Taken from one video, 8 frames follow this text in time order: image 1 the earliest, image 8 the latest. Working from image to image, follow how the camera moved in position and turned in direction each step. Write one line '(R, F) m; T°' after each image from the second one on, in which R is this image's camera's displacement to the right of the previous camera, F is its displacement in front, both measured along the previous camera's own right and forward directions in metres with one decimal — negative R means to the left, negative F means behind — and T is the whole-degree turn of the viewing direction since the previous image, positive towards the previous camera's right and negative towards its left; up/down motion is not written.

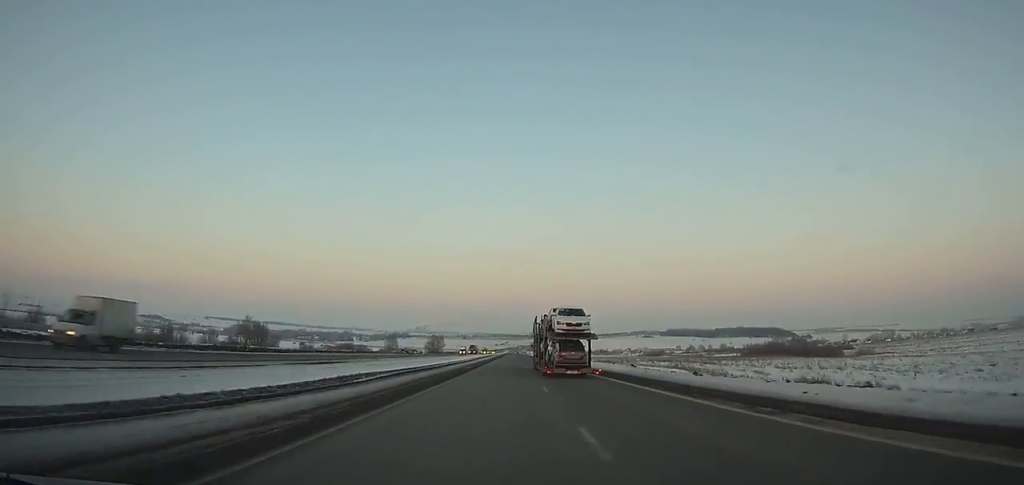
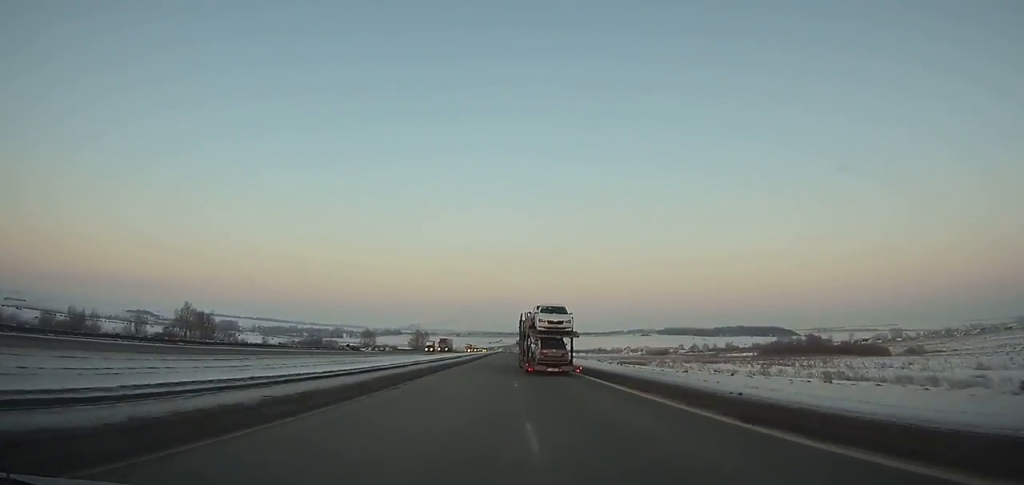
(+0.1, +49.2) m; 0°
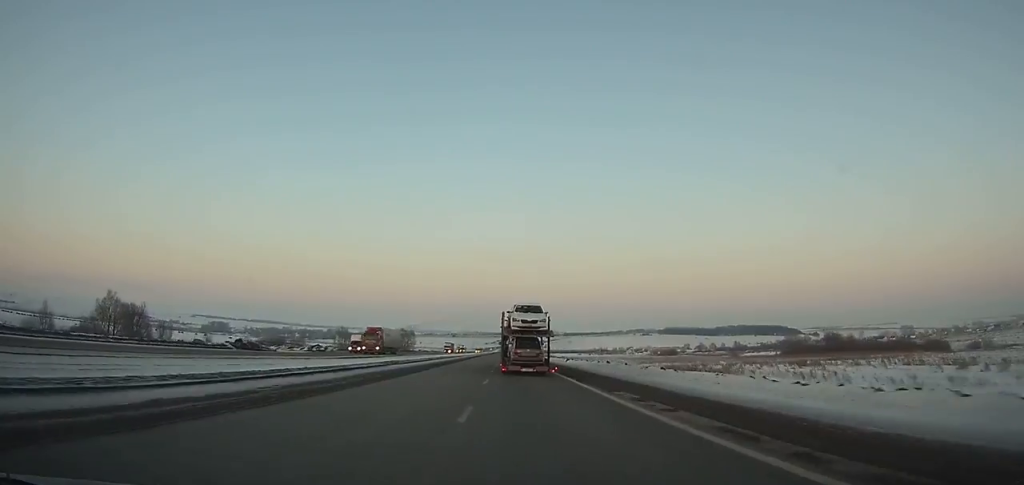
(-0.1, +44.3) m; 0°
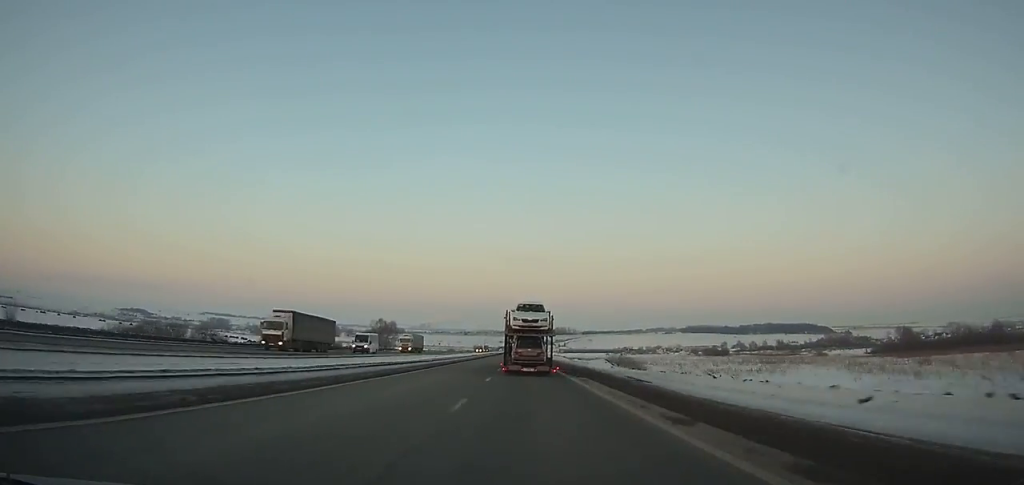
(-0.3, +96.2) m; 0°
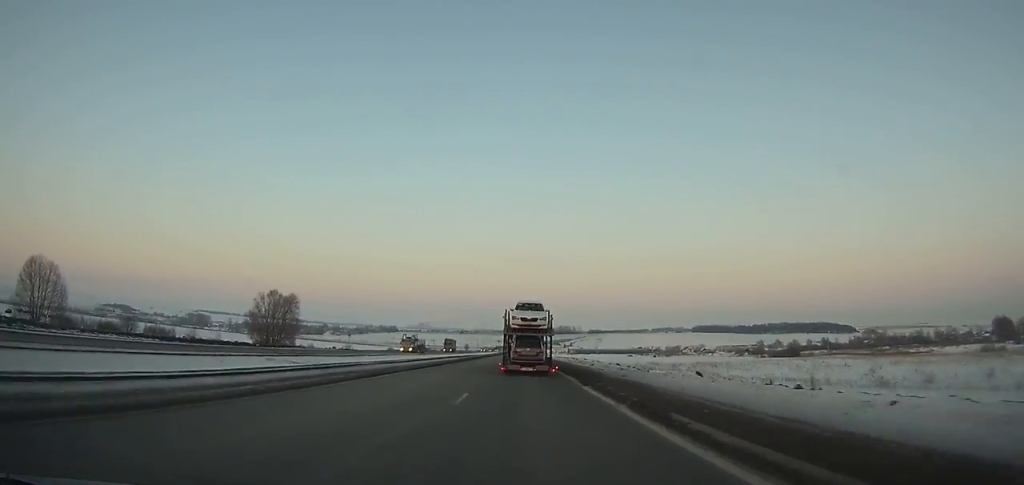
(-0.2, +119.0) m; 0°
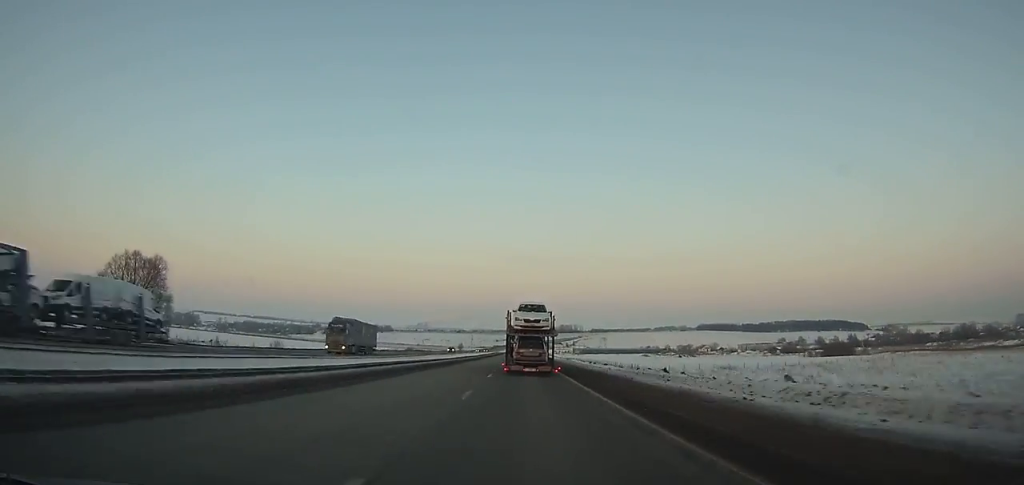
(0.0, +59.1) m; 0°
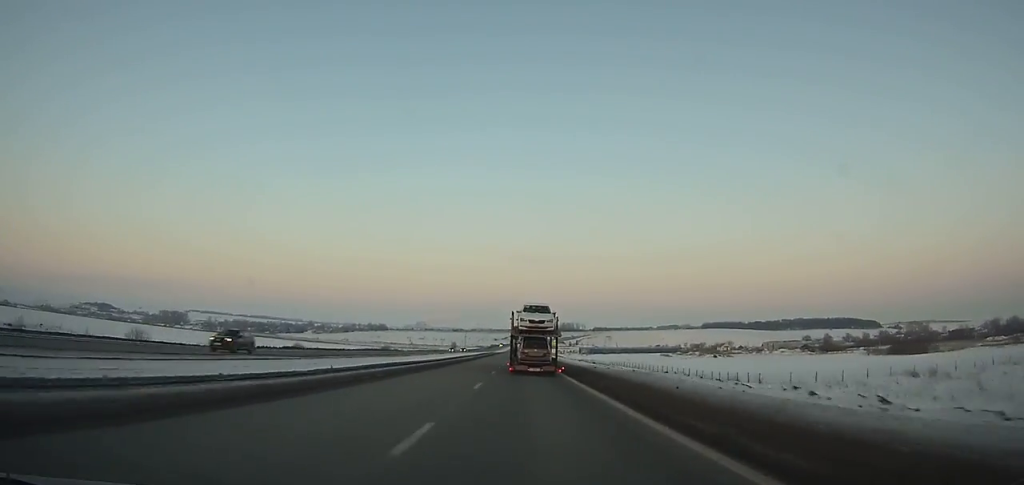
(0.0, +56.2) m; 0°
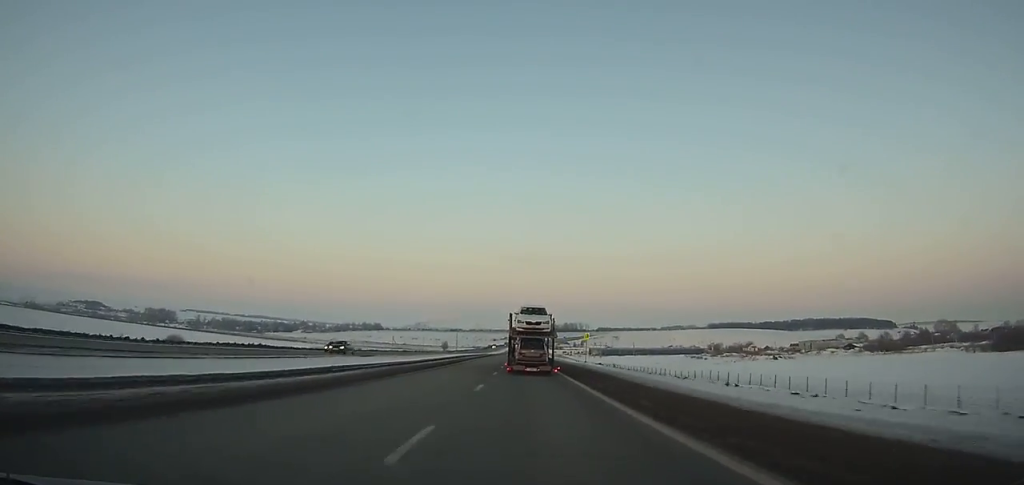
(+0.1, +61.0) m; 0°
